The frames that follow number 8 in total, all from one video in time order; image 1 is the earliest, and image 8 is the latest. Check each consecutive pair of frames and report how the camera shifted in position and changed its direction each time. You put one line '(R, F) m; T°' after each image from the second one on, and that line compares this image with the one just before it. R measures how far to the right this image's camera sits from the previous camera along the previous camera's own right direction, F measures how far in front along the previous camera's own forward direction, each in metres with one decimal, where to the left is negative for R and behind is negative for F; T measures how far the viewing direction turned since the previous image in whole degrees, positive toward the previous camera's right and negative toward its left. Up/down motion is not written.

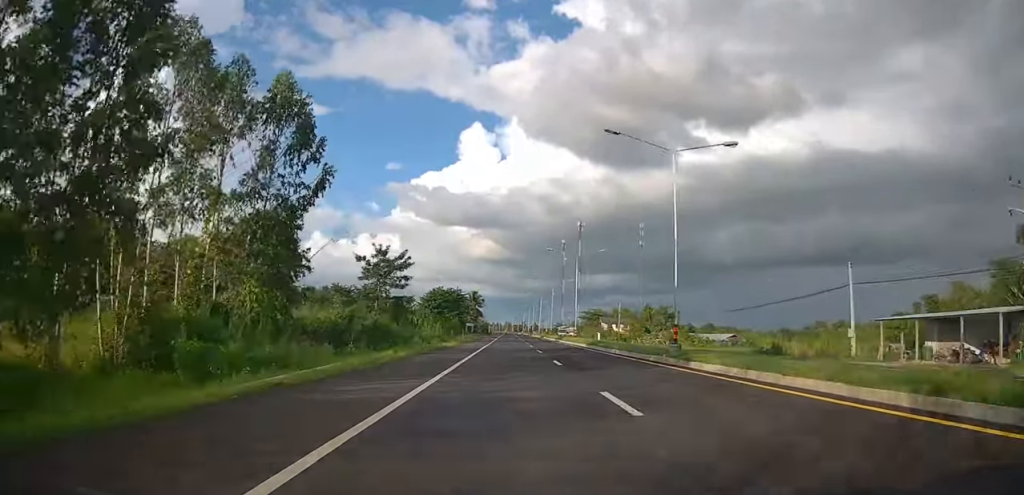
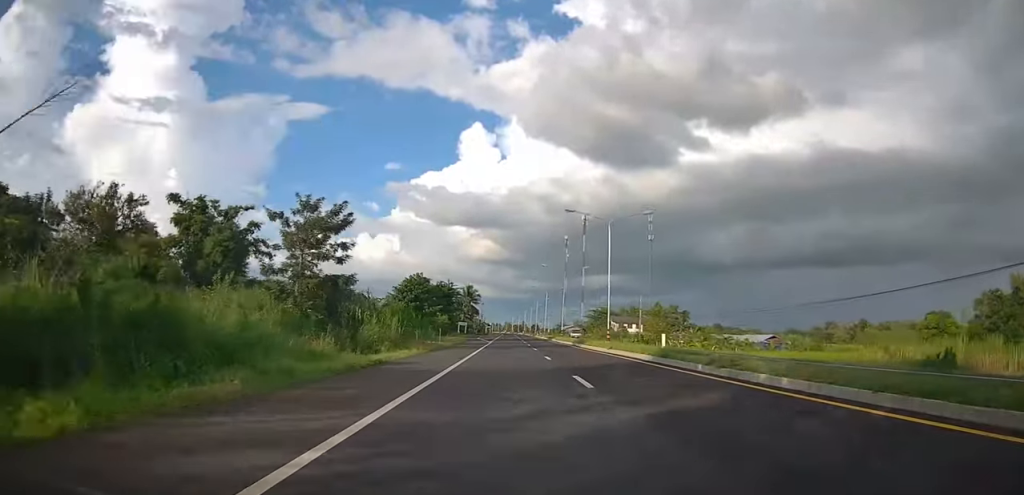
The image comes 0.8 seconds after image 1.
(-0.2, +19.8) m; 0°
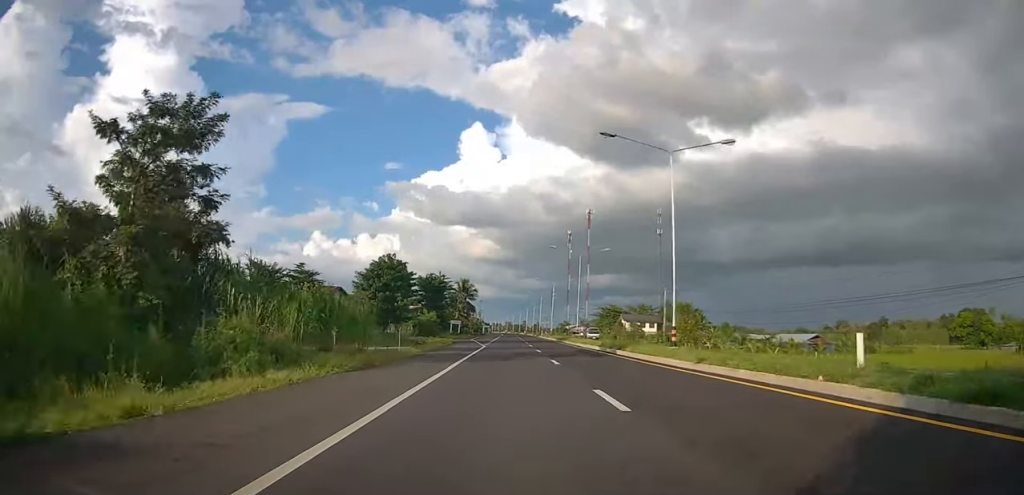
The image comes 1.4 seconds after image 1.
(+0.4, +16.4) m; +1°
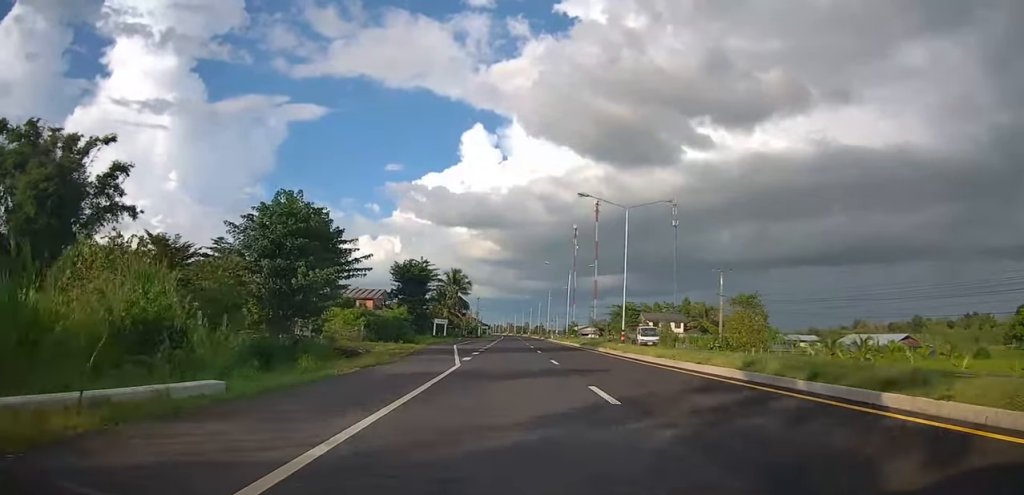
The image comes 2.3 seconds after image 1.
(0.0, +23.3) m; -1°
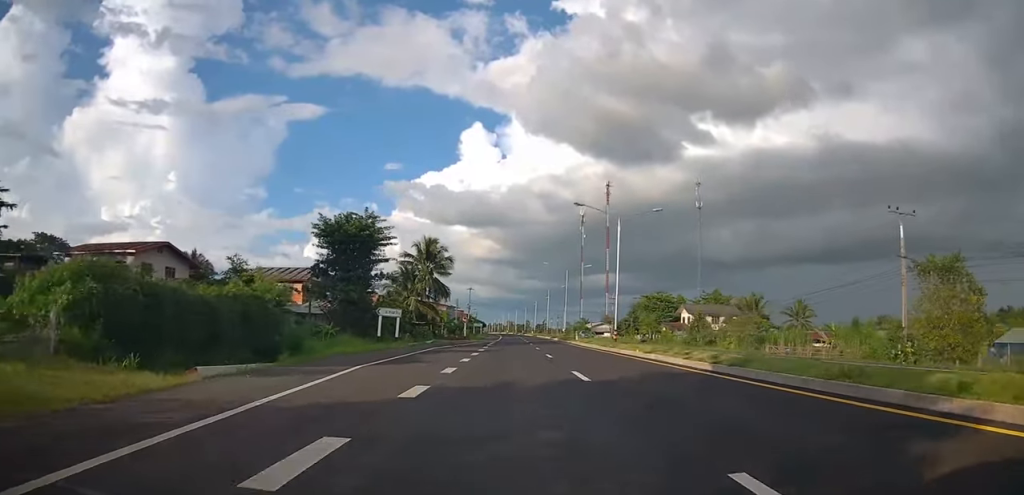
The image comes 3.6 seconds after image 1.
(-0.9, +32.1) m; 0°
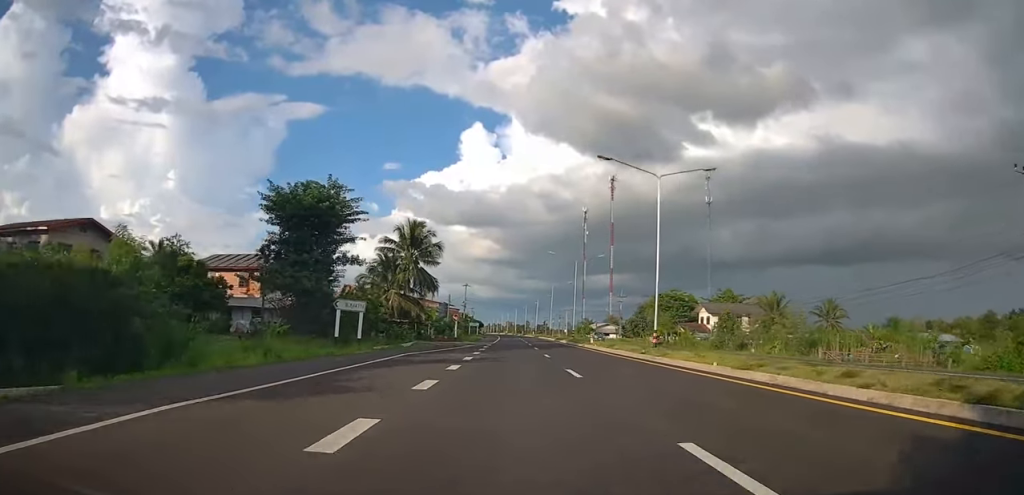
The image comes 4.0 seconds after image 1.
(+0.4, +10.6) m; 0°
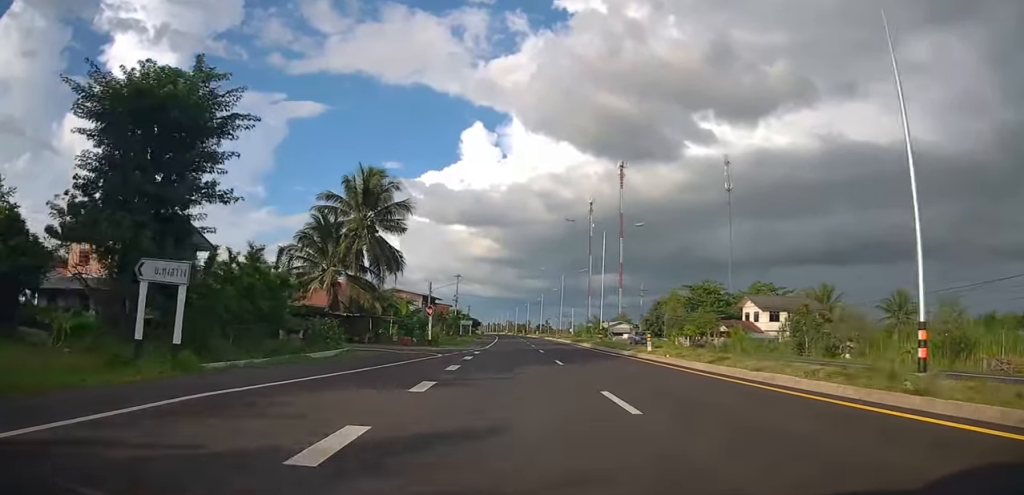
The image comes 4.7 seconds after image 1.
(+0.3, +18.7) m; 0°
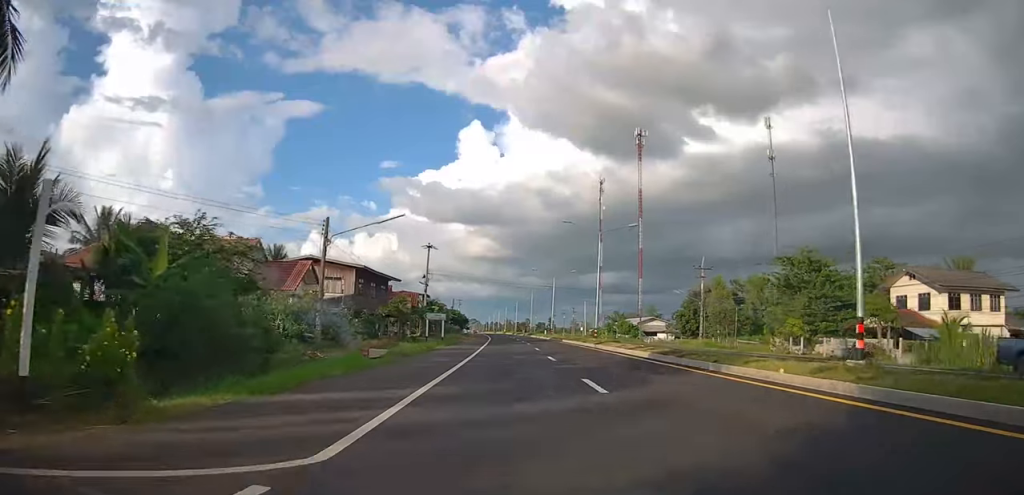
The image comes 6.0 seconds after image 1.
(-0.8, +33.4) m; 0°
